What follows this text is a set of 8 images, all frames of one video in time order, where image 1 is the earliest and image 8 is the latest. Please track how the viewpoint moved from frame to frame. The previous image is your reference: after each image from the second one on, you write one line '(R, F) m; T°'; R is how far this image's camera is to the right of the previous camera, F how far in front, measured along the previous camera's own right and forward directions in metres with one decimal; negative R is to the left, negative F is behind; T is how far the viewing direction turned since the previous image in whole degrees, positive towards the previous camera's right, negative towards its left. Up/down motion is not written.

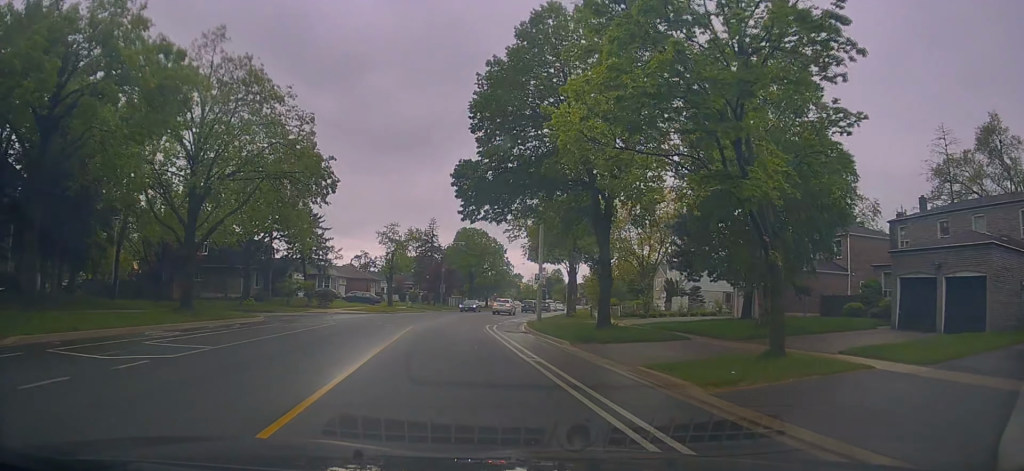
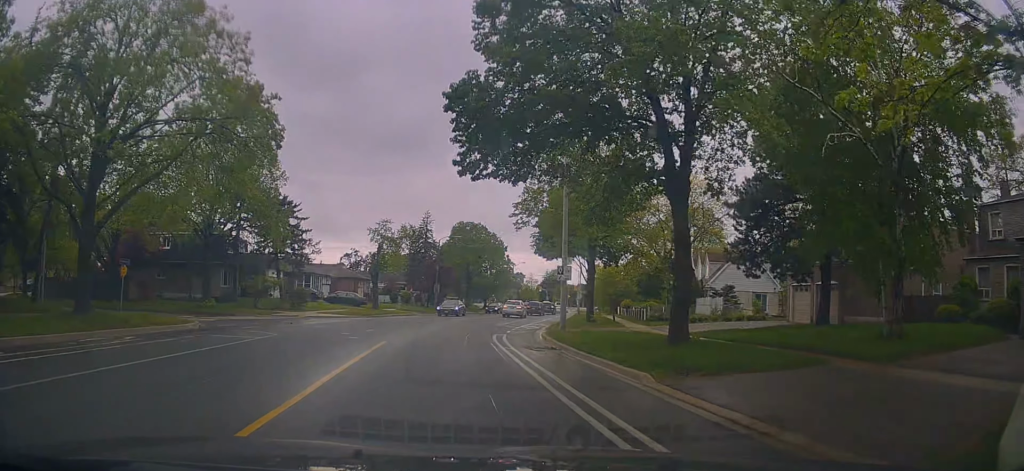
(-0.2, +8.0) m; -2°
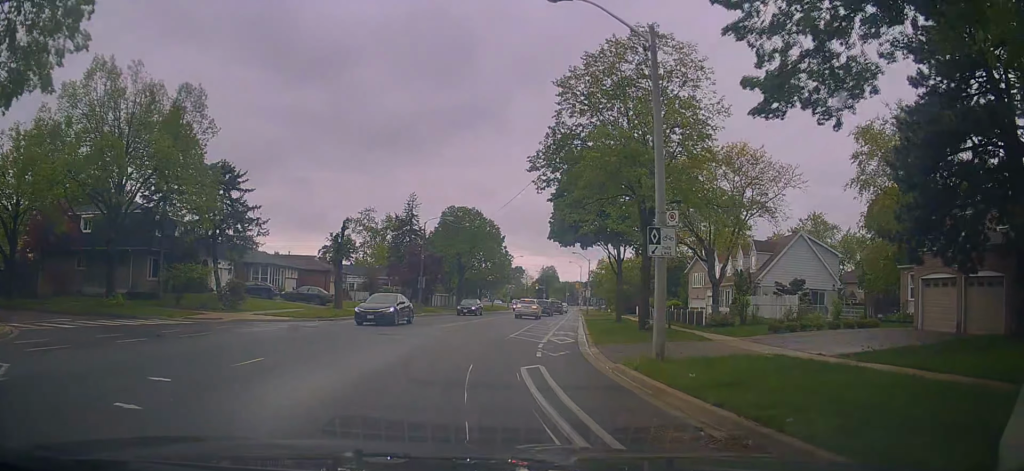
(-0.2, +11.8) m; 0°
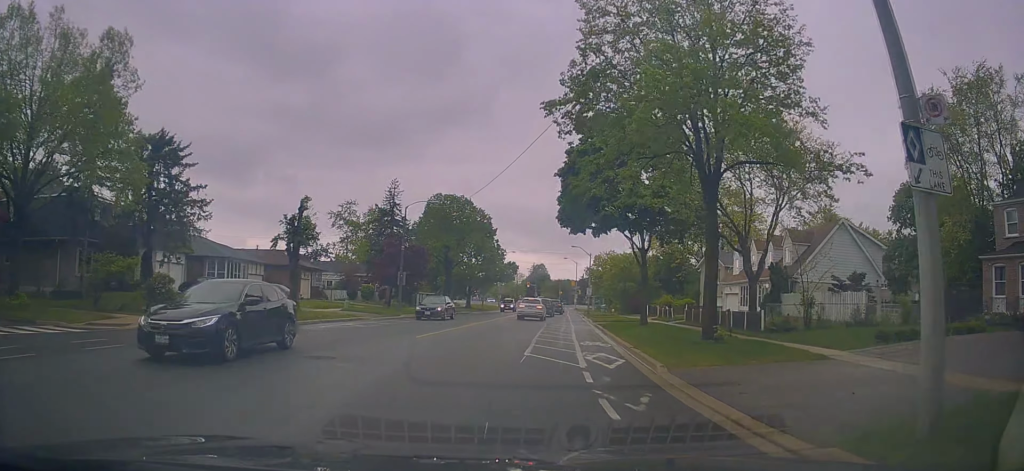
(+0.1, +7.6) m; +2°
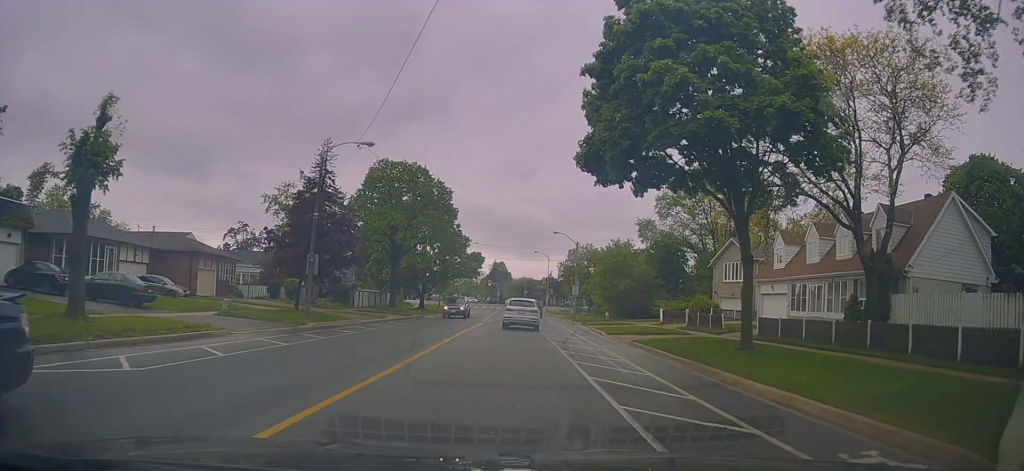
(+0.5, +15.4) m; +3°
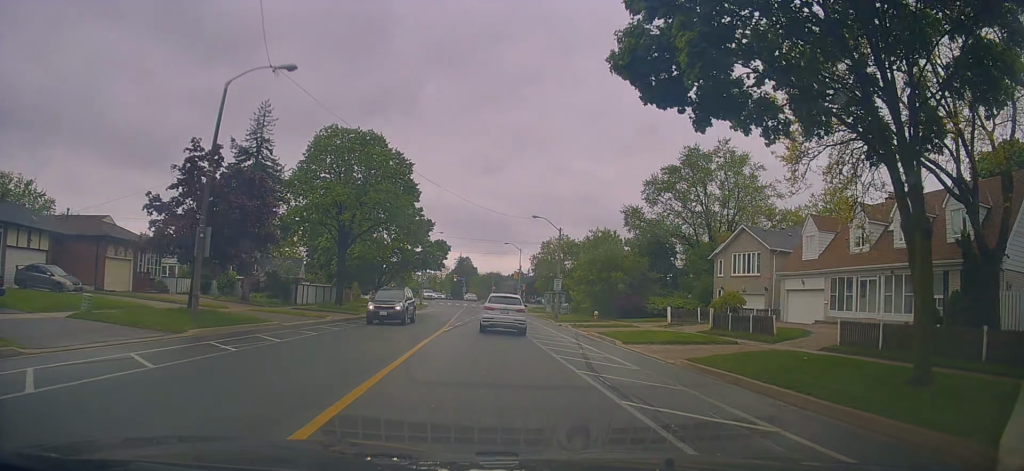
(+0.2, +8.8) m; +4°
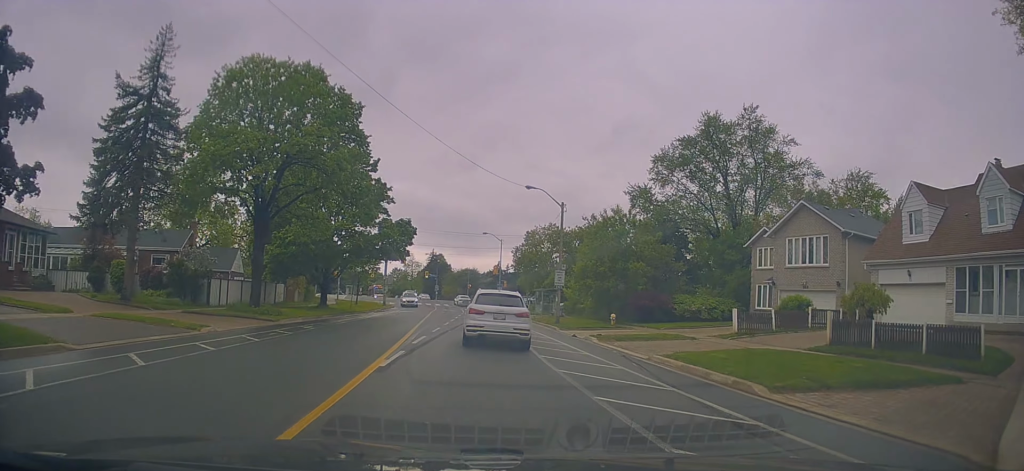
(+1.0, +13.7) m; +6°
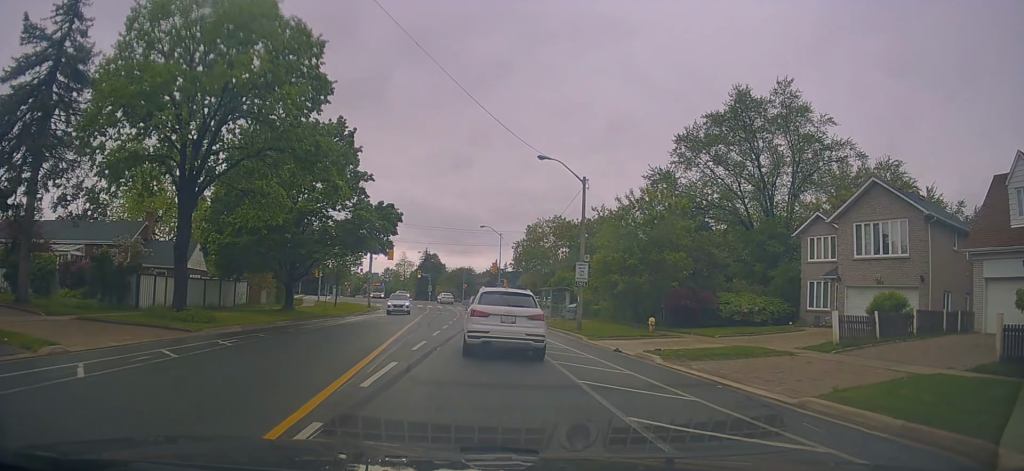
(0.0, +7.8) m; 0°
